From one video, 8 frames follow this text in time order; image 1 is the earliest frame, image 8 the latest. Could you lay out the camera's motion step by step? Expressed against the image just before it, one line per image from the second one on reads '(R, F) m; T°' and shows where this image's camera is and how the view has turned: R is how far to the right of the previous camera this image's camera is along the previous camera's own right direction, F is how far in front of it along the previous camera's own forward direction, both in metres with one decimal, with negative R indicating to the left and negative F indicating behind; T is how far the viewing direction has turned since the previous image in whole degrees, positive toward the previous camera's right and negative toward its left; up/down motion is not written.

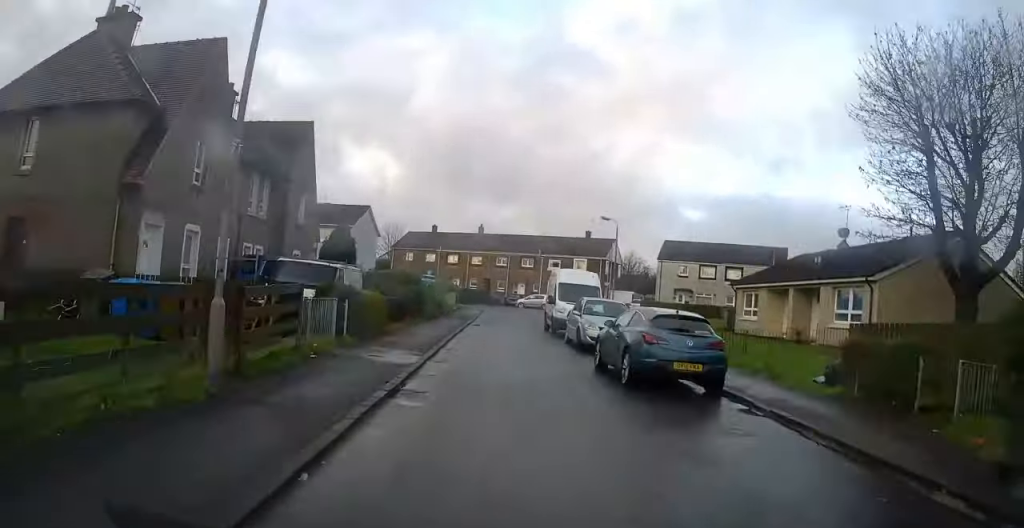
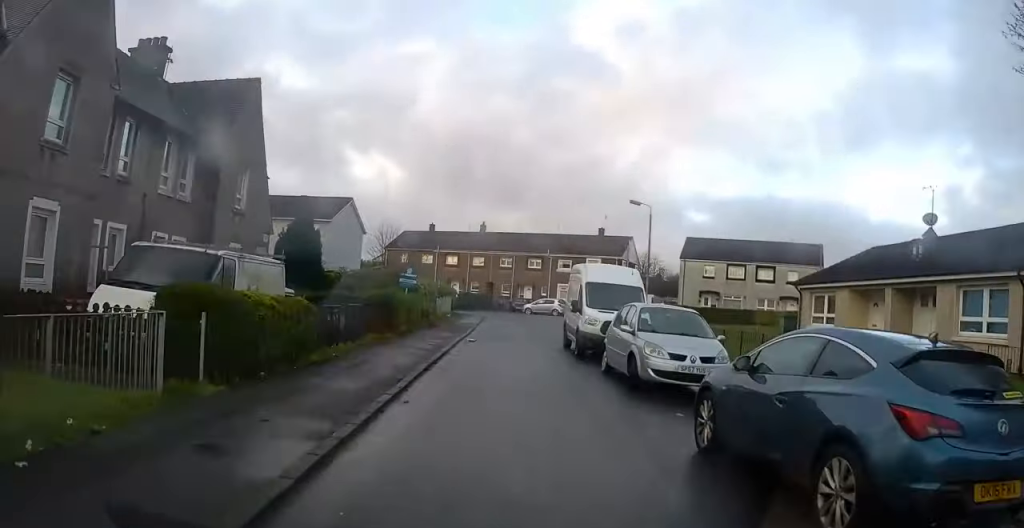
(0.0, +7.8) m; 0°
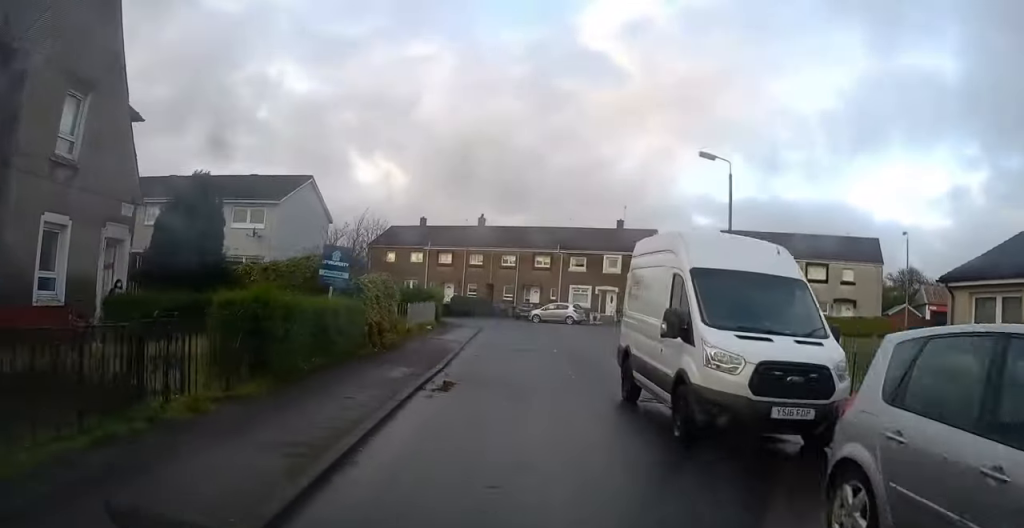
(0.0, +10.5) m; -2°
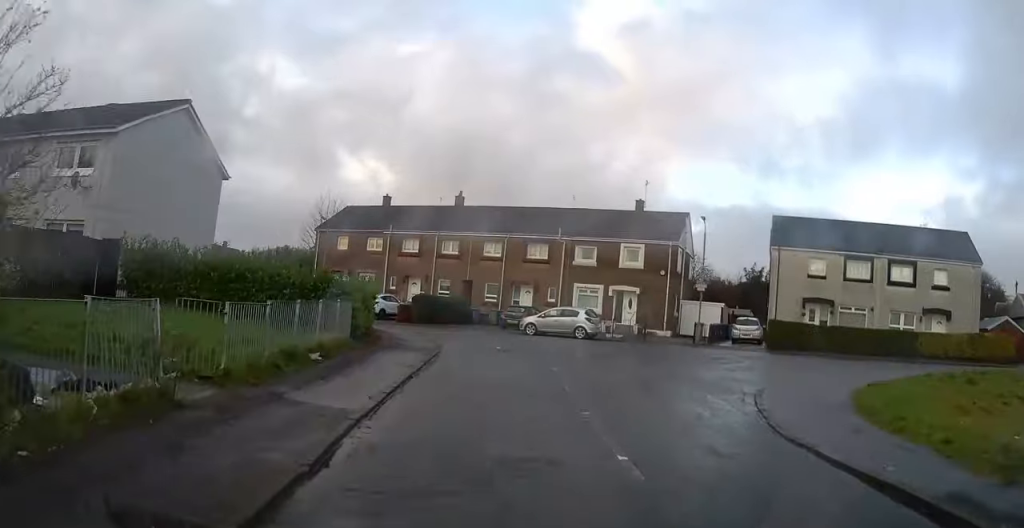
(-0.1, +14.3) m; +1°
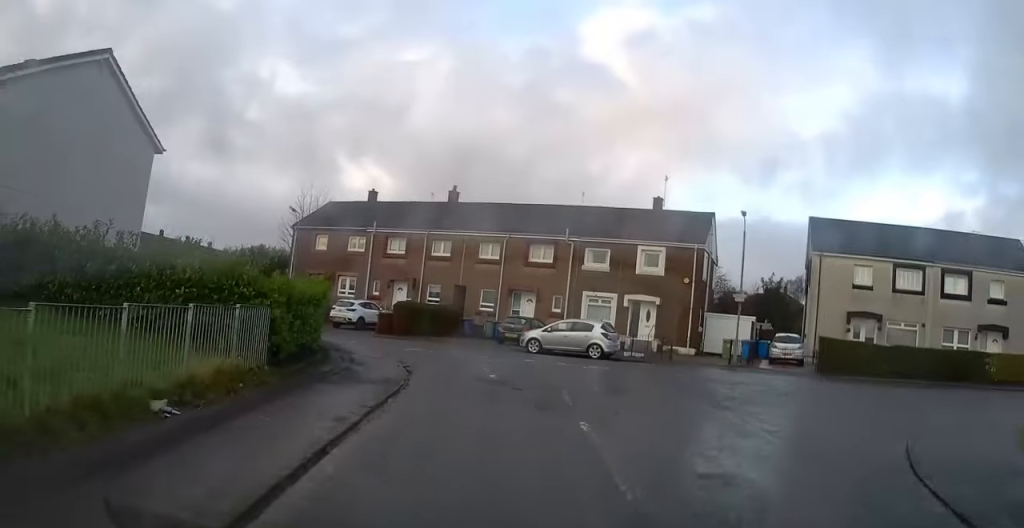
(+0.2, +5.8) m; 0°
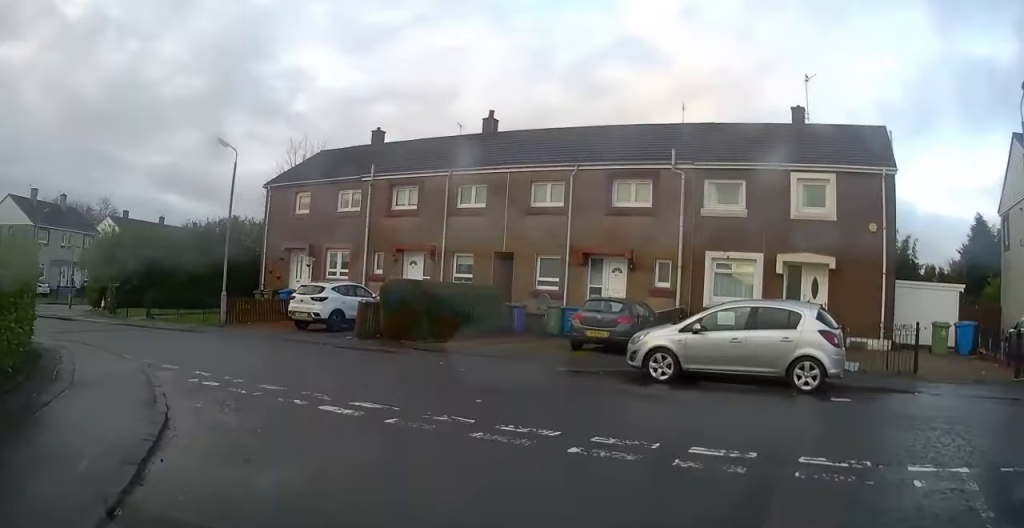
(-0.8, +15.0) m; -8°
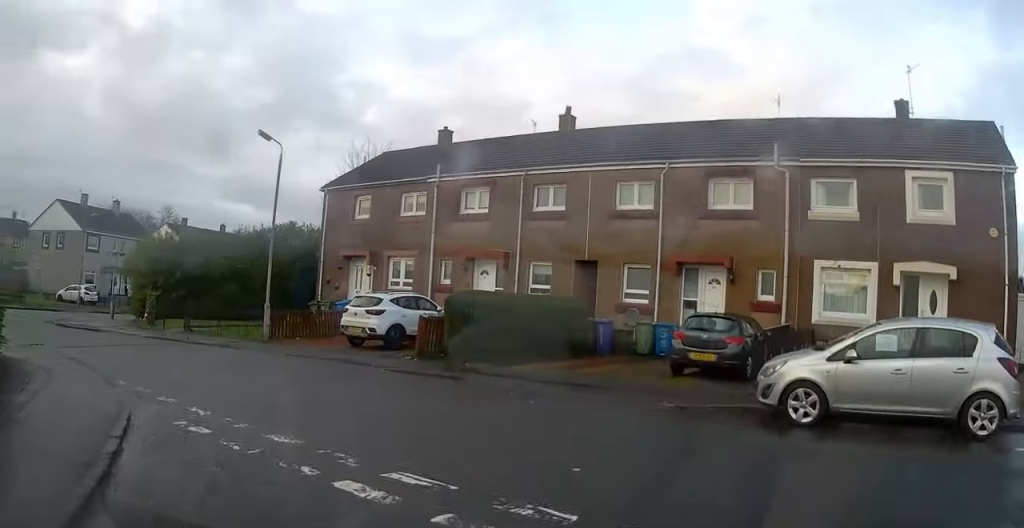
(-0.3, +3.0) m; -7°
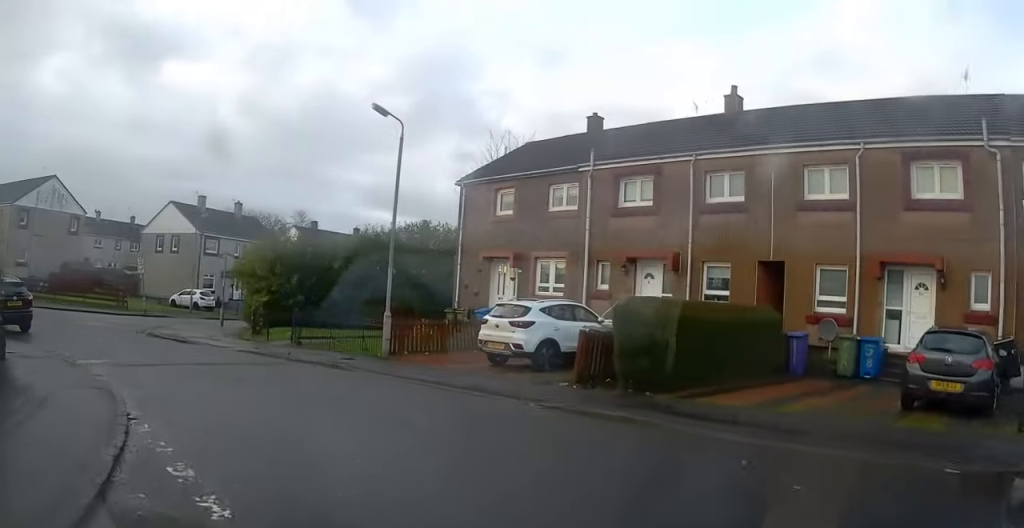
(-0.4, +4.0) m; -13°
